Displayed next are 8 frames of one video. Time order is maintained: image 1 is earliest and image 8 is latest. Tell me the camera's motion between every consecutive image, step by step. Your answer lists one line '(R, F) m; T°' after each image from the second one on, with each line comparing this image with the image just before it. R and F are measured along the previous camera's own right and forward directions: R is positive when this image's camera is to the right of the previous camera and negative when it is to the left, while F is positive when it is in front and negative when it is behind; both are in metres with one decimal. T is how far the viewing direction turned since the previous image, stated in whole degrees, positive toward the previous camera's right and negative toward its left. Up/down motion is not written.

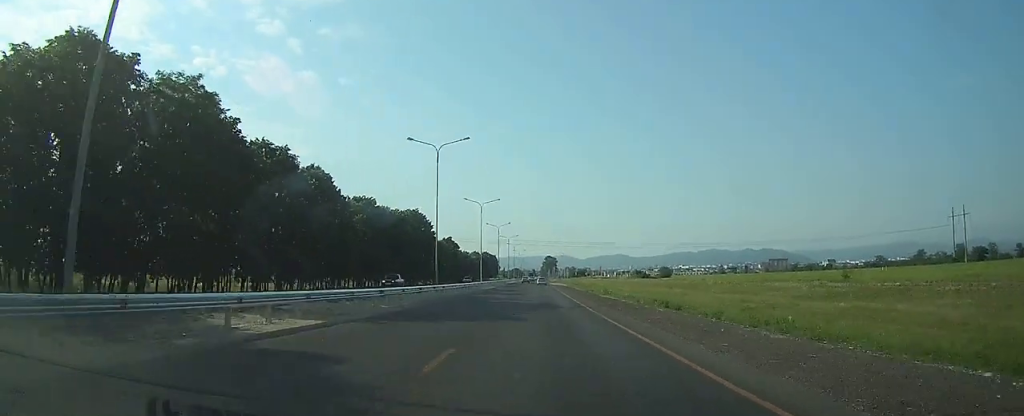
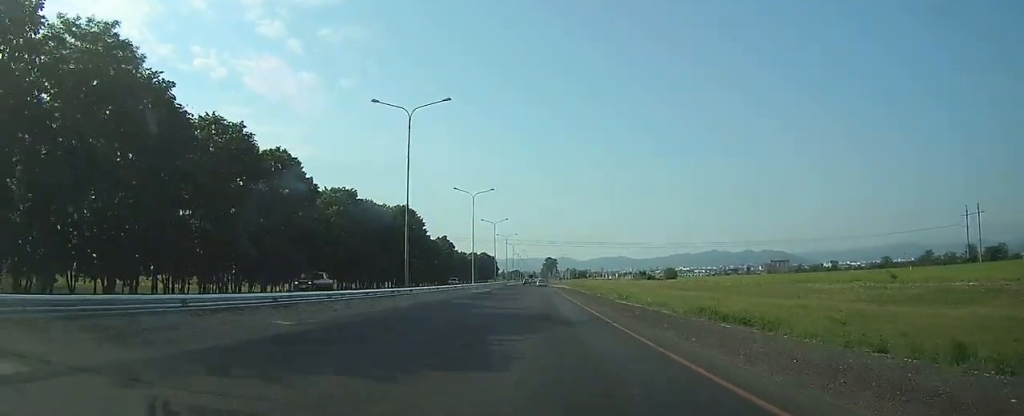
(0.0, +10.4) m; 0°
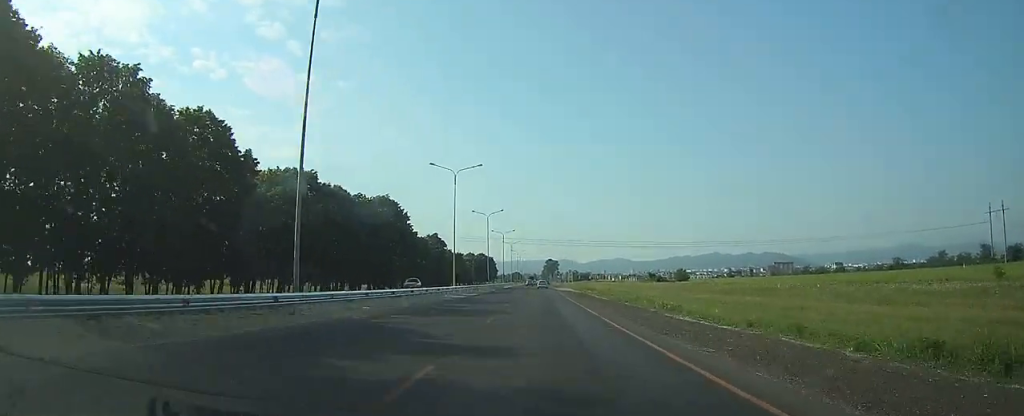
(0.0, +16.2) m; 0°
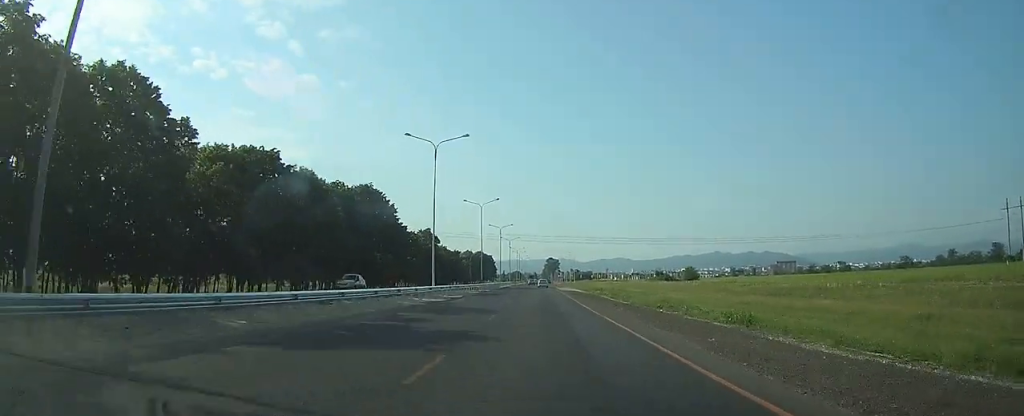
(0.0, +11.0) m; 0°
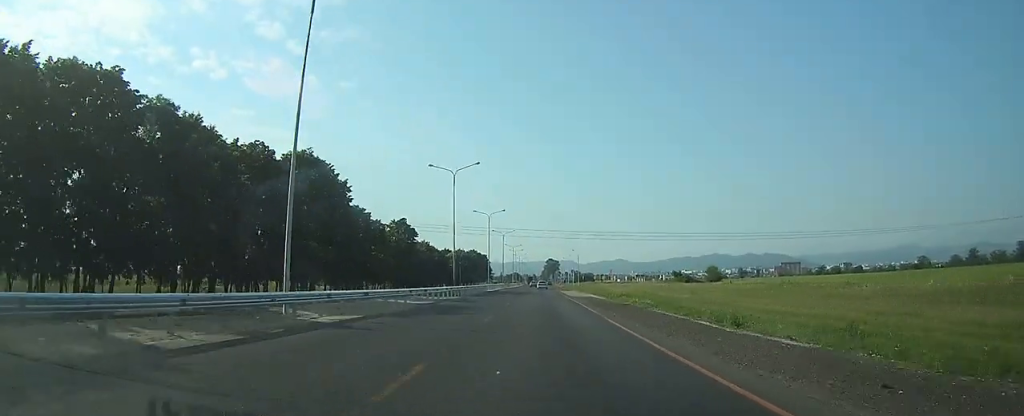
(0.0, +25.5) m; 0°
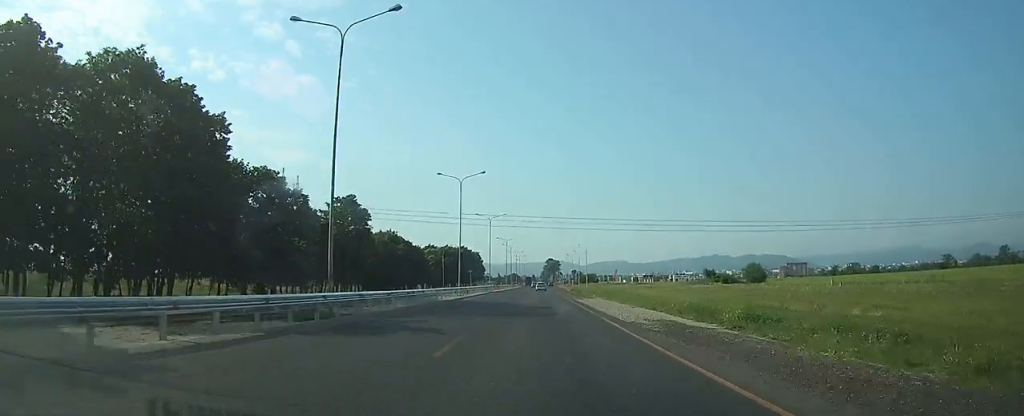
(+0.1, +32.4) m; 0°
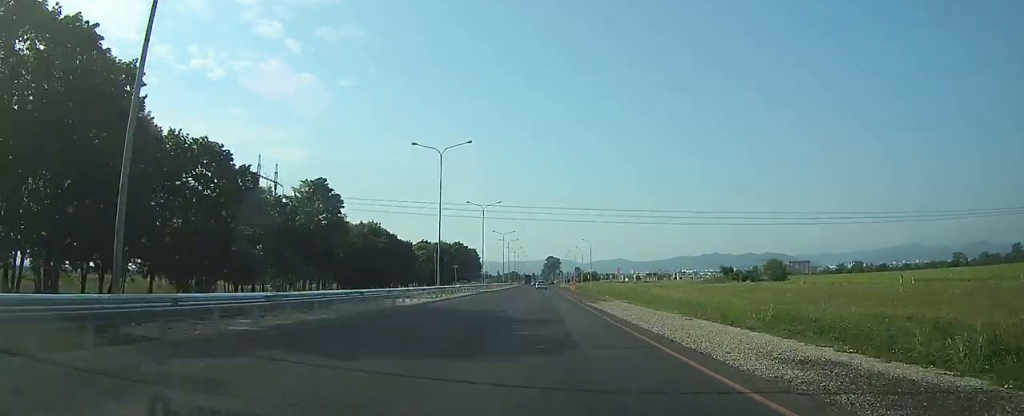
(0.0, +12.1) m; 0°
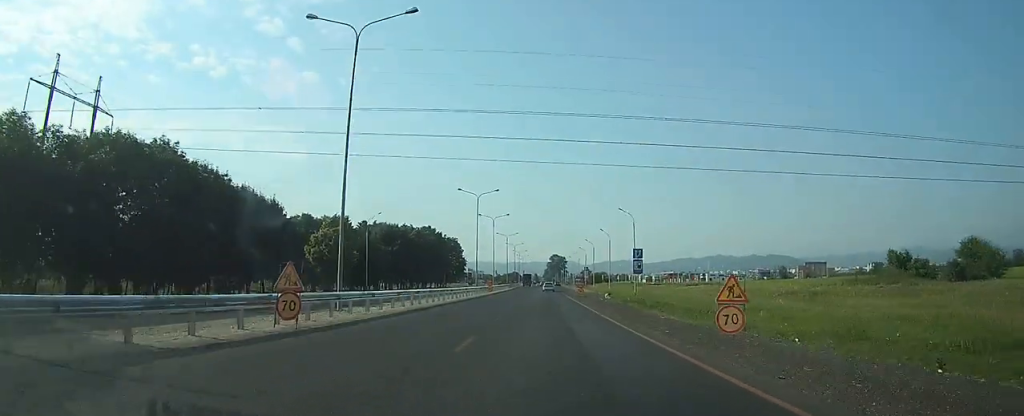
(+0.2, +59.8) m; 0°
